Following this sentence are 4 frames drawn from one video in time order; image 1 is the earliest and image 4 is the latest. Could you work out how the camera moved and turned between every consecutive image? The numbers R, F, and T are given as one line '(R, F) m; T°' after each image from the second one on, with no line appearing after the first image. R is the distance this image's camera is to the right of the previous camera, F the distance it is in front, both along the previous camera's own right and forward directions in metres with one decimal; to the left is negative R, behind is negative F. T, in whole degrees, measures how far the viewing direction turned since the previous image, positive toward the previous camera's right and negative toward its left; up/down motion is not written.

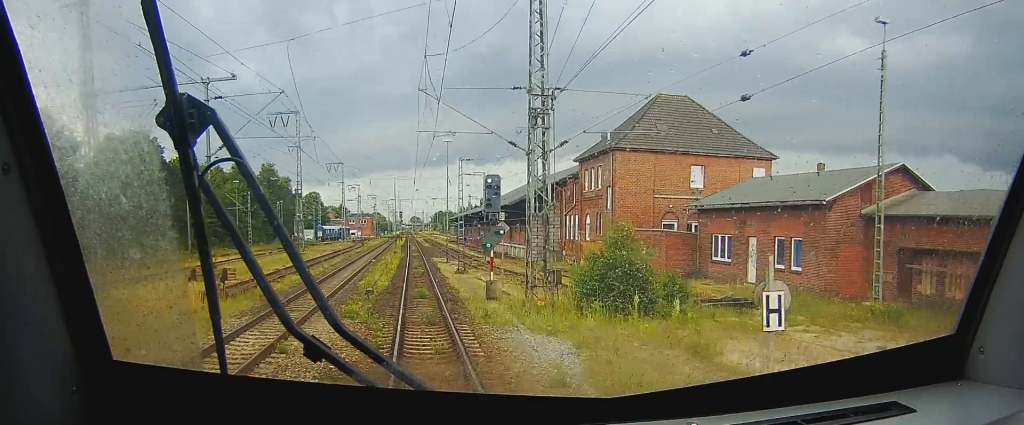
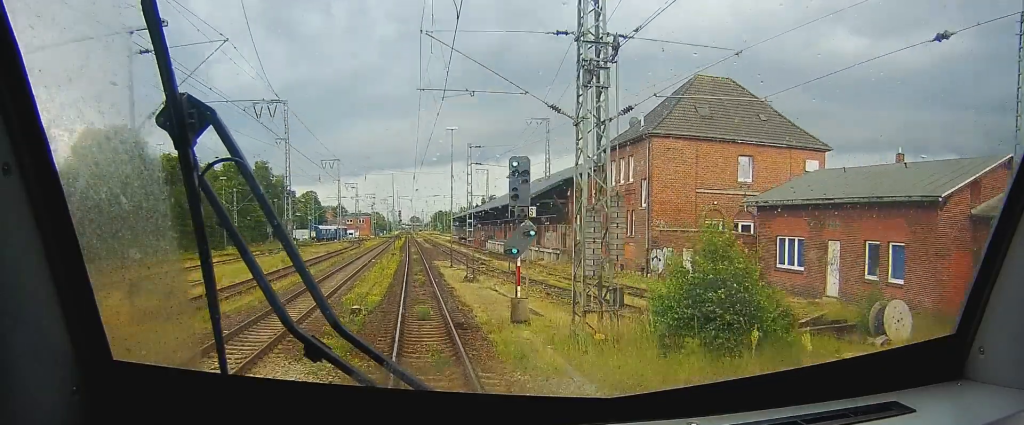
(0.0, +7.5) m; 0°
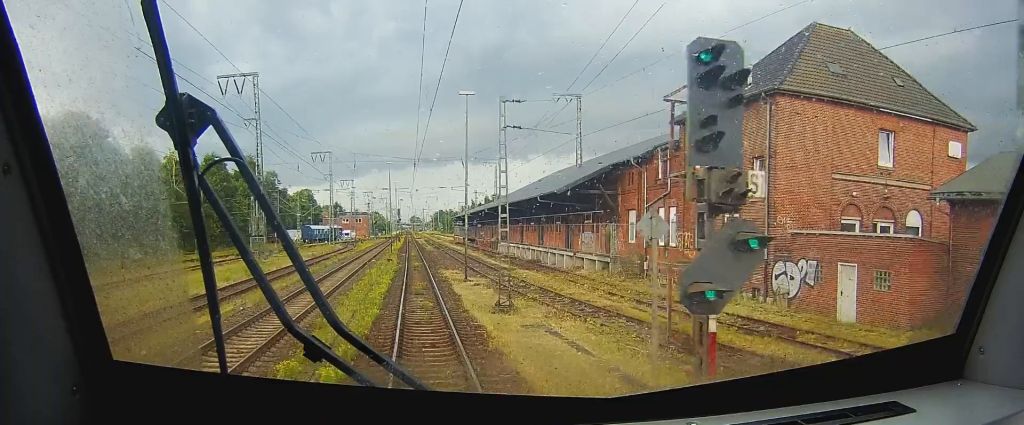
(0.0, +13.5) m; 0°
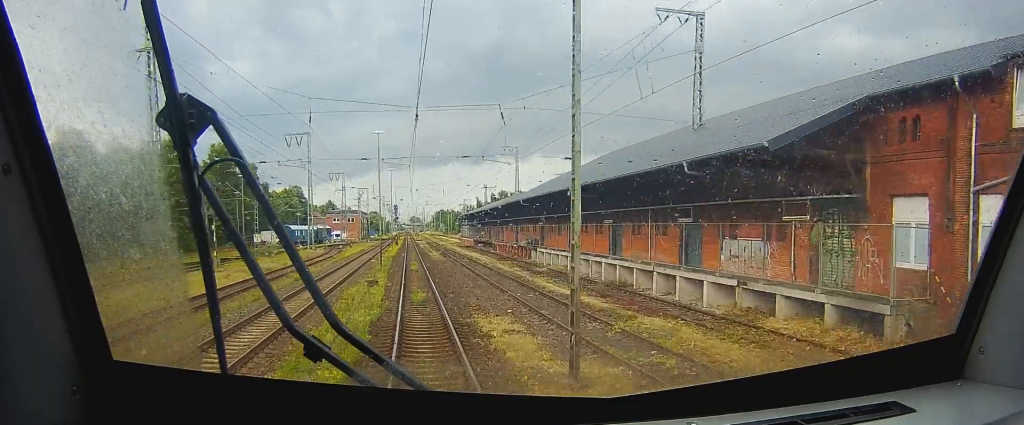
(0.0, +26.0) m; -1°
